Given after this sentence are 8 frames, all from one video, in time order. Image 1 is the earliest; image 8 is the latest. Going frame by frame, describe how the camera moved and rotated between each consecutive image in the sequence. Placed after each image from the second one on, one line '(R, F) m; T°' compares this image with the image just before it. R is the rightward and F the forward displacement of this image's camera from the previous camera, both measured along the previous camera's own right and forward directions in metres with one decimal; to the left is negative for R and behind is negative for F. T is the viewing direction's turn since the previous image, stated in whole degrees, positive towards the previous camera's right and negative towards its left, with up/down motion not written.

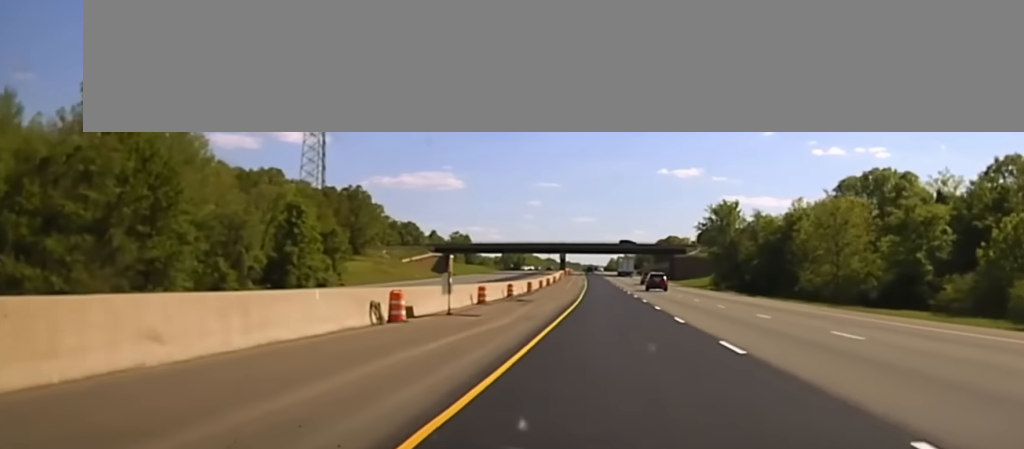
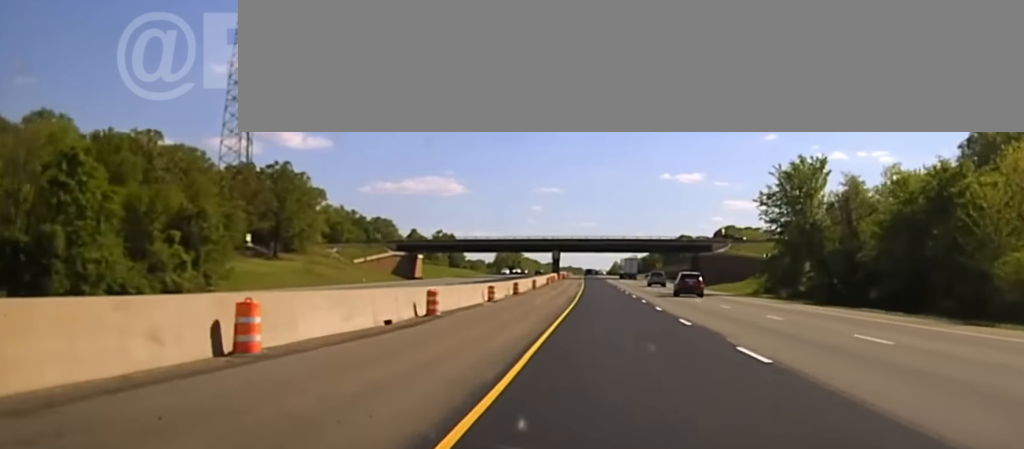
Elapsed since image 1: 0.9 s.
(0.0, +47.0) m; 0°
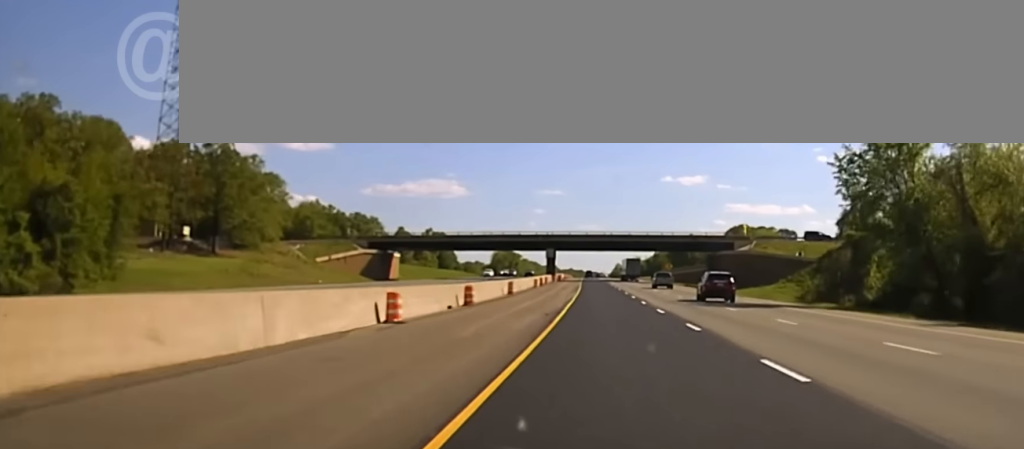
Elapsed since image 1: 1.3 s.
(0.0, +23.2) m; 0°
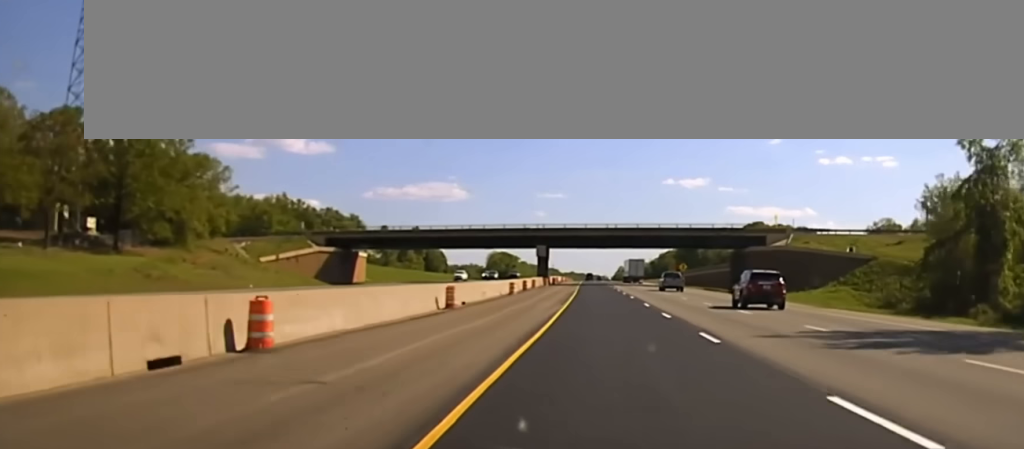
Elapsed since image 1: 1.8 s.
(0.0, +28.6) m; 0°
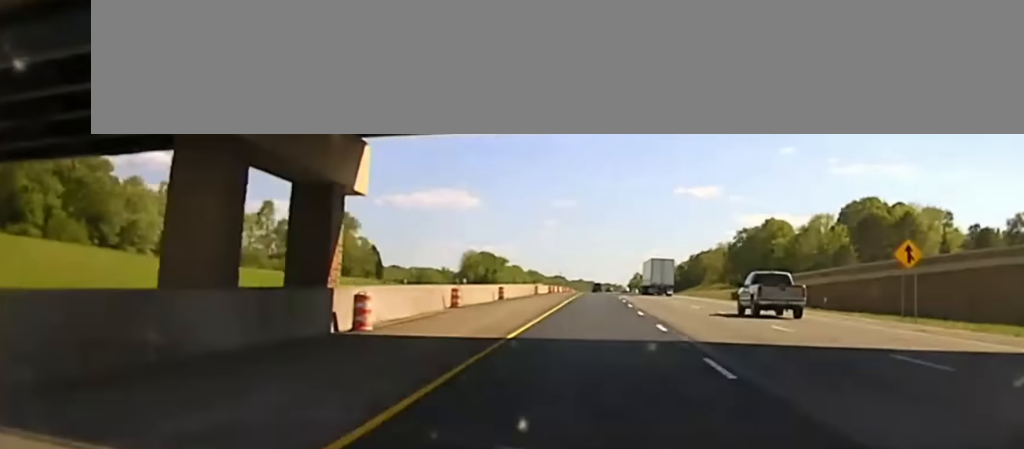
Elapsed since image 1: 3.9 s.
(-0.7, +114.0) m; -1°
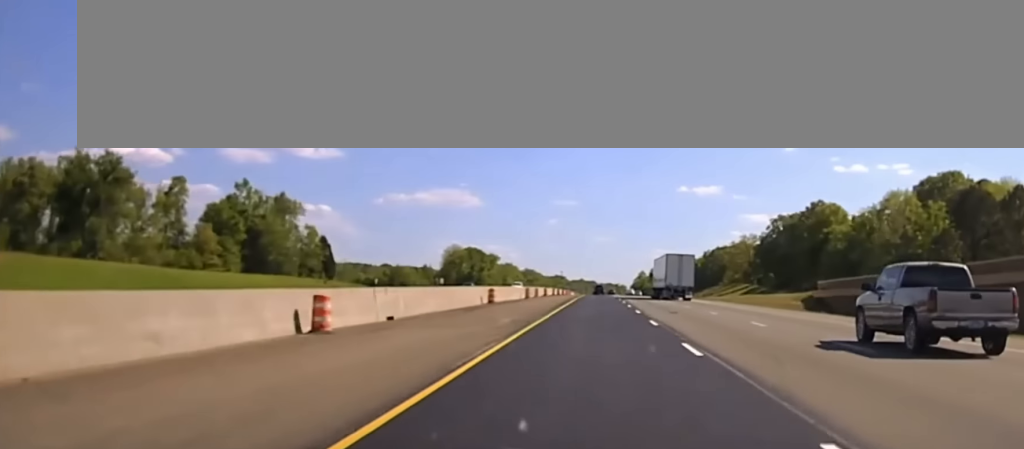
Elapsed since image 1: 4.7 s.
(-0.1, +46.6) m; 0°
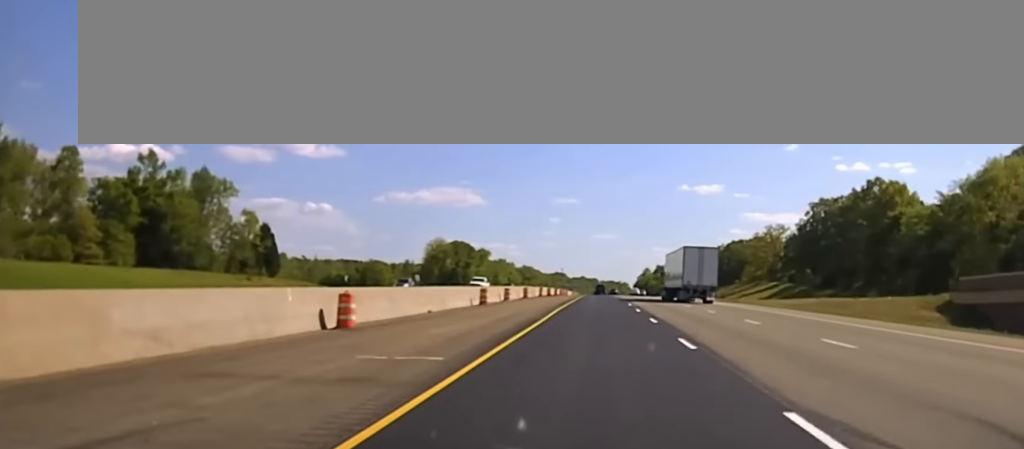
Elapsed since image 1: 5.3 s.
(0.0, +35.4) m; 0°
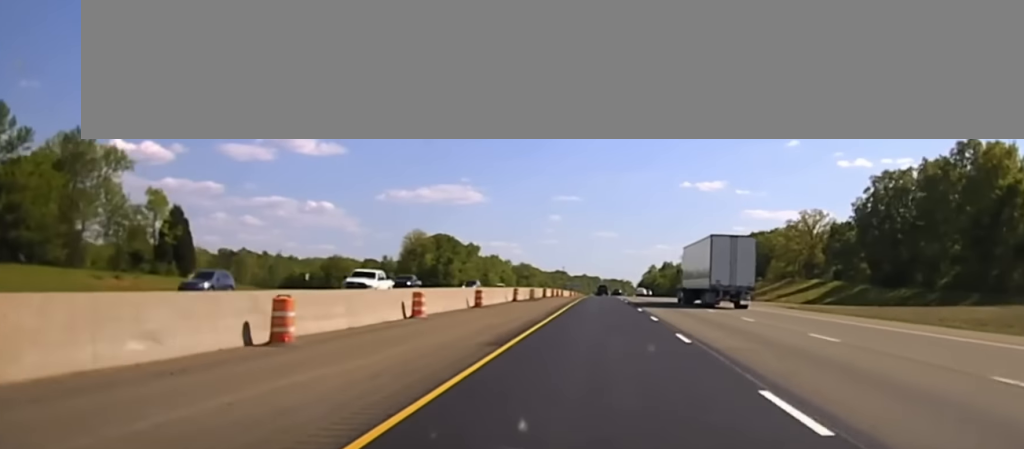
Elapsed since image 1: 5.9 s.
(0.0, +35.9) m; 0°
